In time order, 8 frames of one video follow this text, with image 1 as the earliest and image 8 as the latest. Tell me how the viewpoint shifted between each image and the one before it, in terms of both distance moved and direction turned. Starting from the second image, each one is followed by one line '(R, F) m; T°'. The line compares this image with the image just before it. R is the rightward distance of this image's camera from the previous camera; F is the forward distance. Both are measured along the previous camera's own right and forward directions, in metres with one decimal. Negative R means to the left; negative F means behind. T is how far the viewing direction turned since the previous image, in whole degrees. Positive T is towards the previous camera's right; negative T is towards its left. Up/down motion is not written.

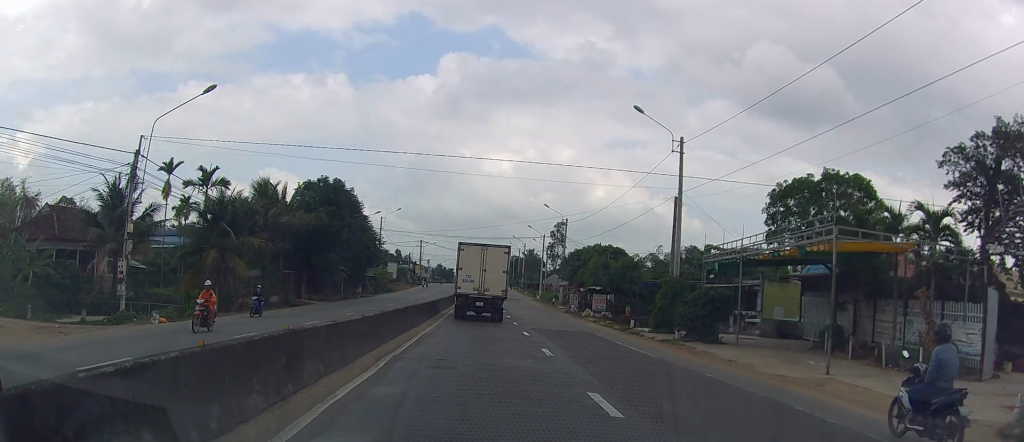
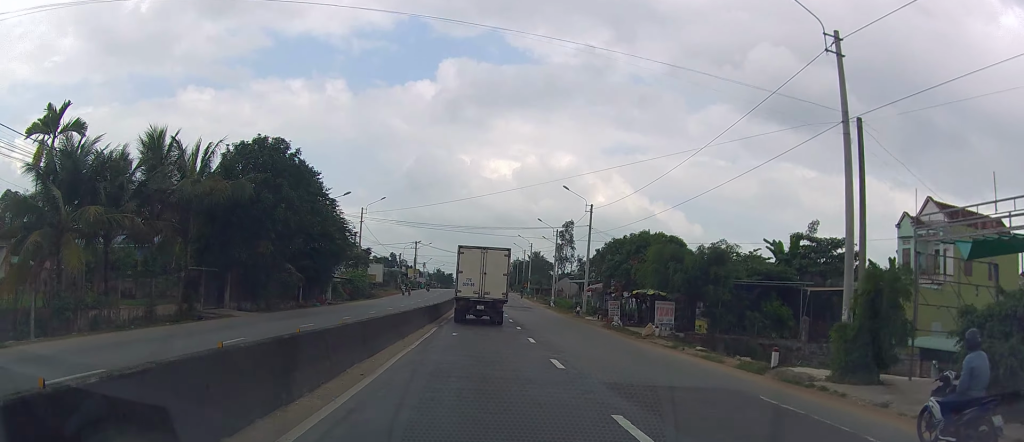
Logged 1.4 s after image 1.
(-0.7, +18.0) m; -2°
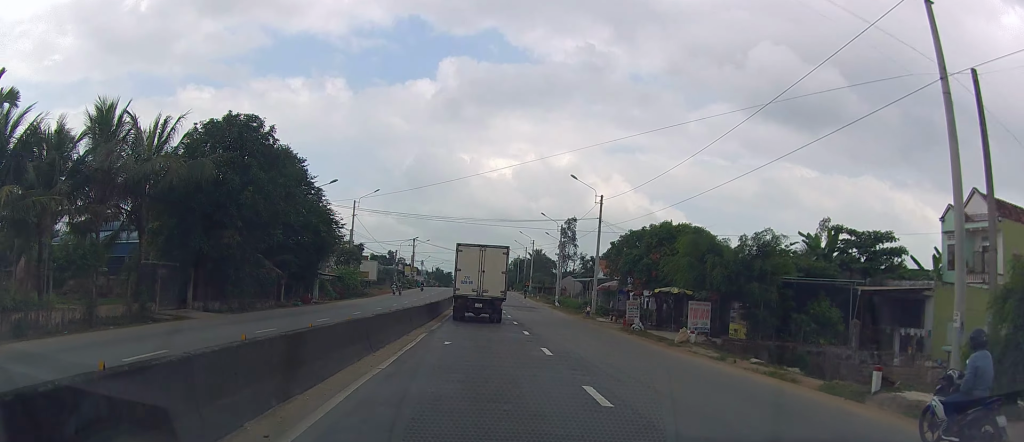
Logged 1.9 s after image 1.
(0.0, +5.4) m; 0°
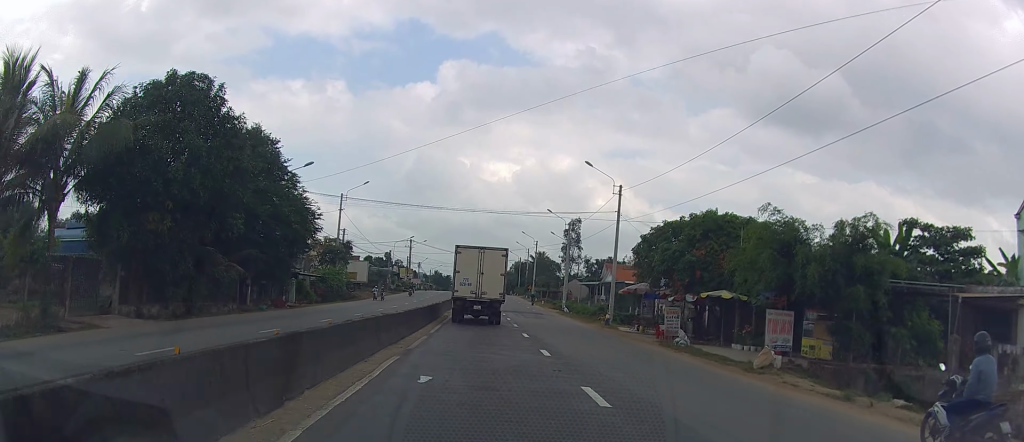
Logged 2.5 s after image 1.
(0.0, +7.9) m; 0°
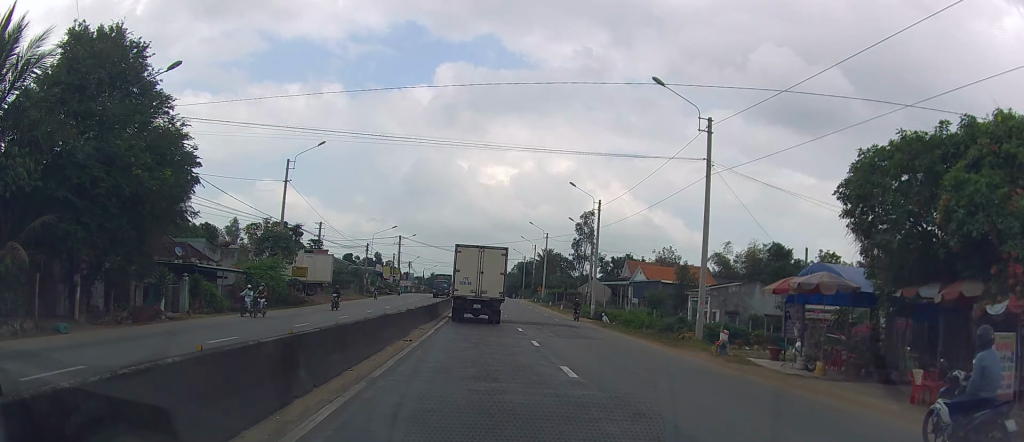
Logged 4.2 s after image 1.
(0.0, +21.0) m; 0°
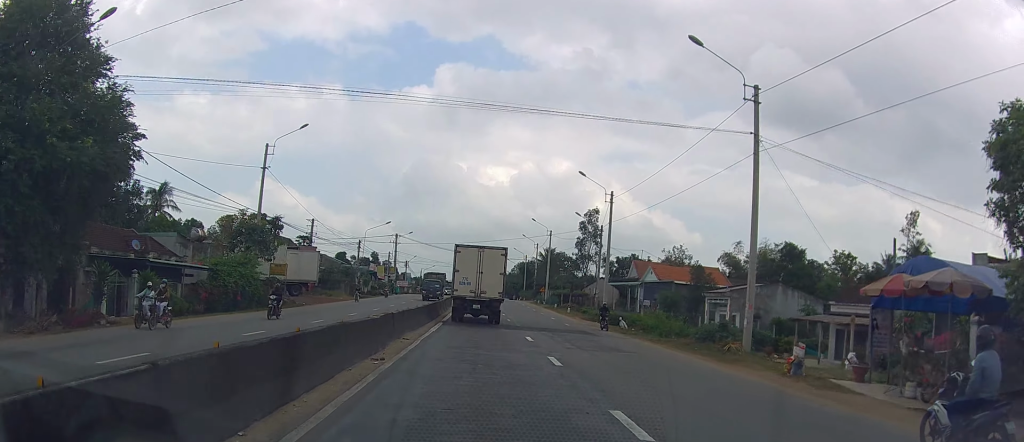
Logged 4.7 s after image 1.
(0.0, +5.7) m; 0°
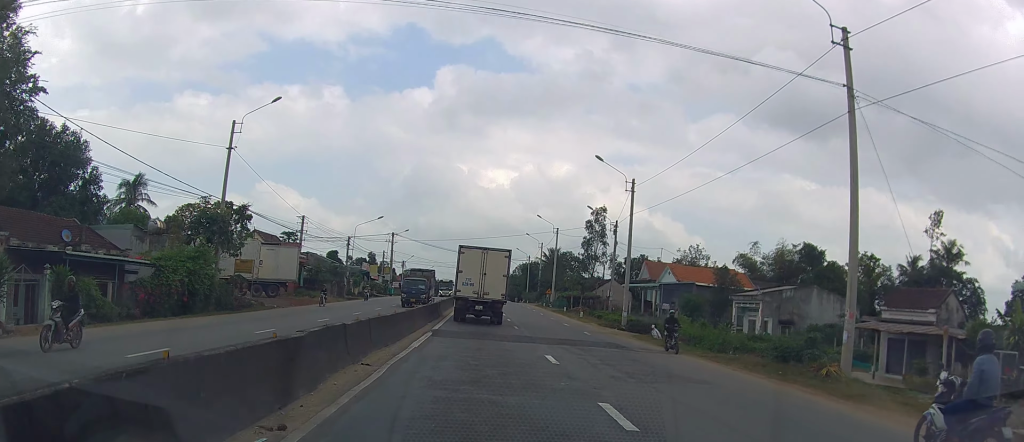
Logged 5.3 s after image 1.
(0.0, +7.3) m; +1°
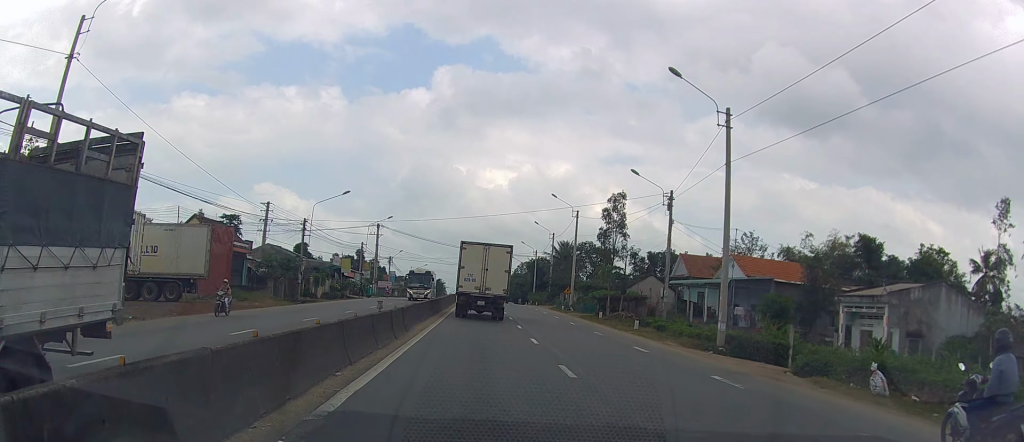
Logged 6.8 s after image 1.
(+1.2, +18.6) m; +4°
